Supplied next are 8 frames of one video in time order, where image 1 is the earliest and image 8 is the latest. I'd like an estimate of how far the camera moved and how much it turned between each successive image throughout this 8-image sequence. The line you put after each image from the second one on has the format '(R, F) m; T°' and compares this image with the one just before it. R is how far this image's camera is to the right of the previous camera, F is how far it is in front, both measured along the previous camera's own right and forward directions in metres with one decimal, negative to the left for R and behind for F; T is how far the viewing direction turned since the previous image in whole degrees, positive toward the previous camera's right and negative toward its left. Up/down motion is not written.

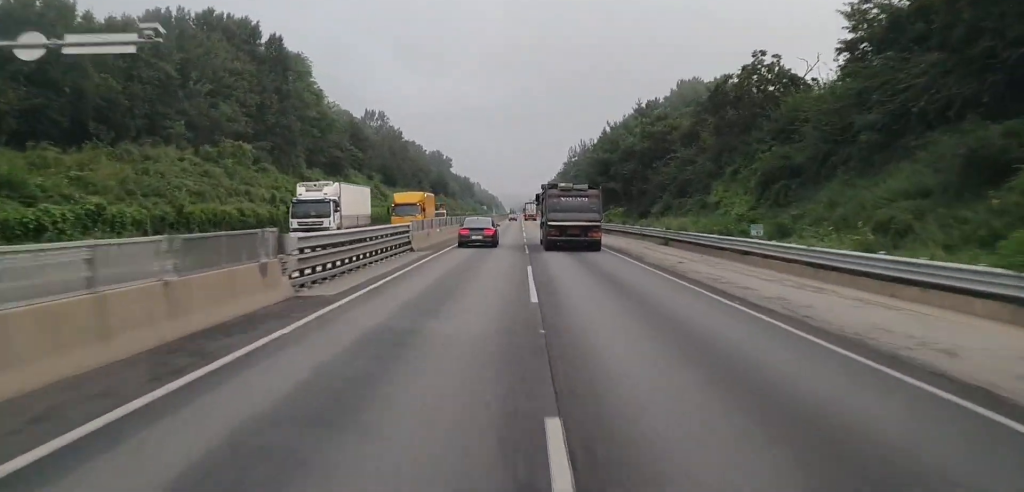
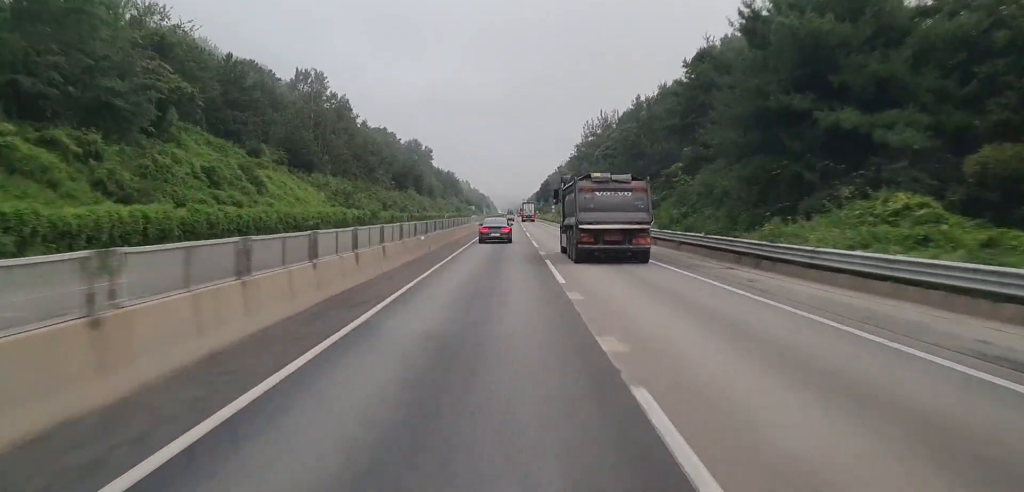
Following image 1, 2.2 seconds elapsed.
(+1.0, +60.6) m; +1°
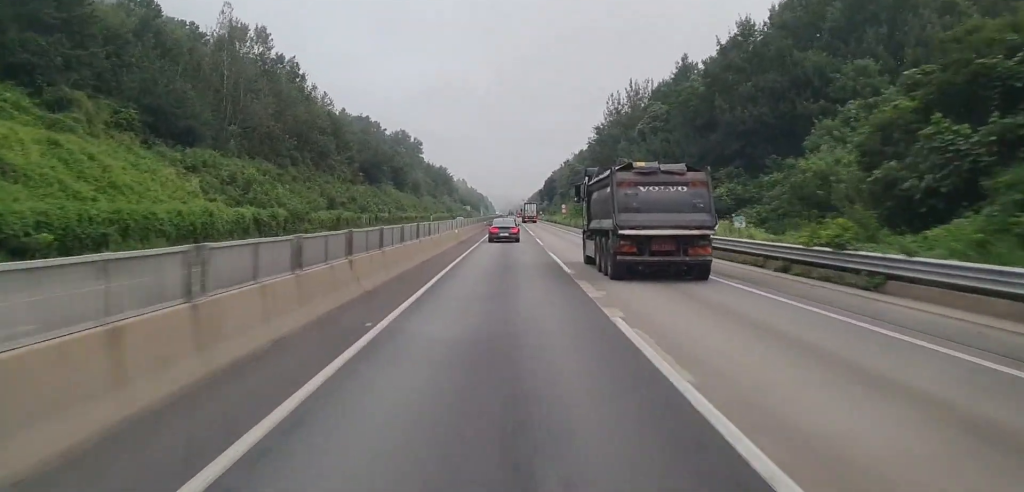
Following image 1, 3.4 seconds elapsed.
(-0.1, +35.6) m; -1°
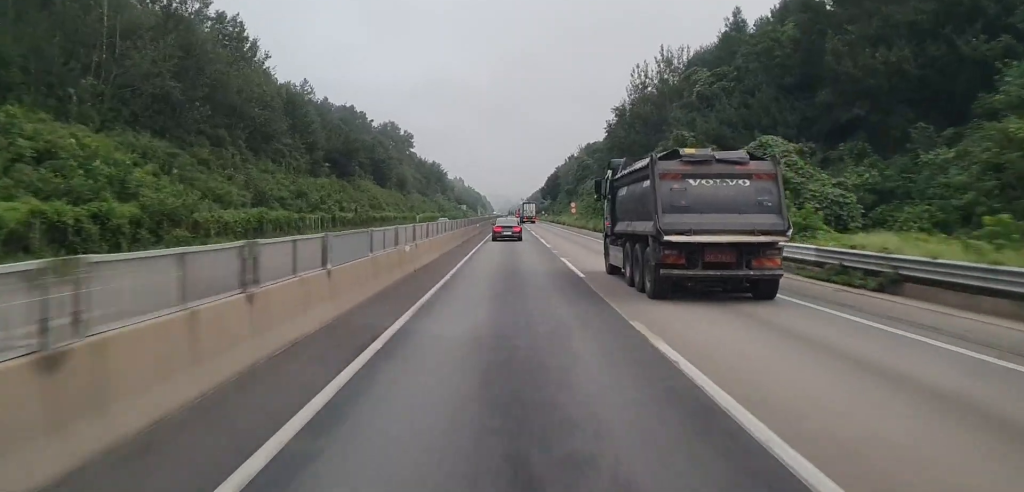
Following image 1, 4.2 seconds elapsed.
(-0.4, +23.4) m; 0°
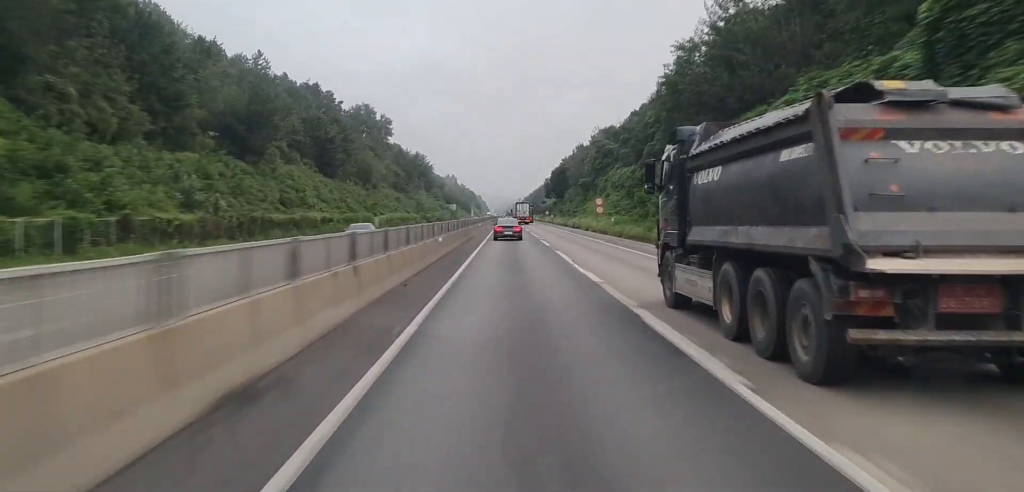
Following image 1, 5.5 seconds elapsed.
(+0.7, +39.7) m; +1°
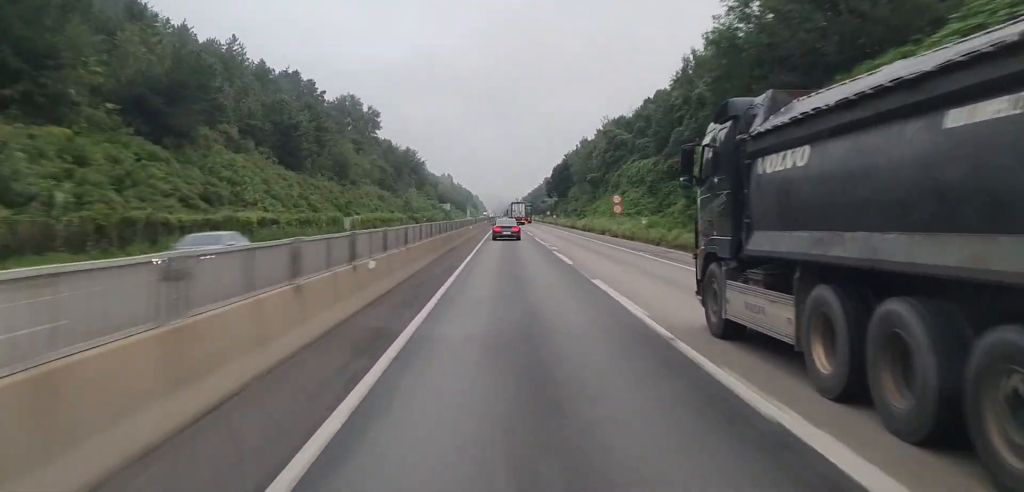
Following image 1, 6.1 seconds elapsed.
(0.0, +16.1) m; 0°
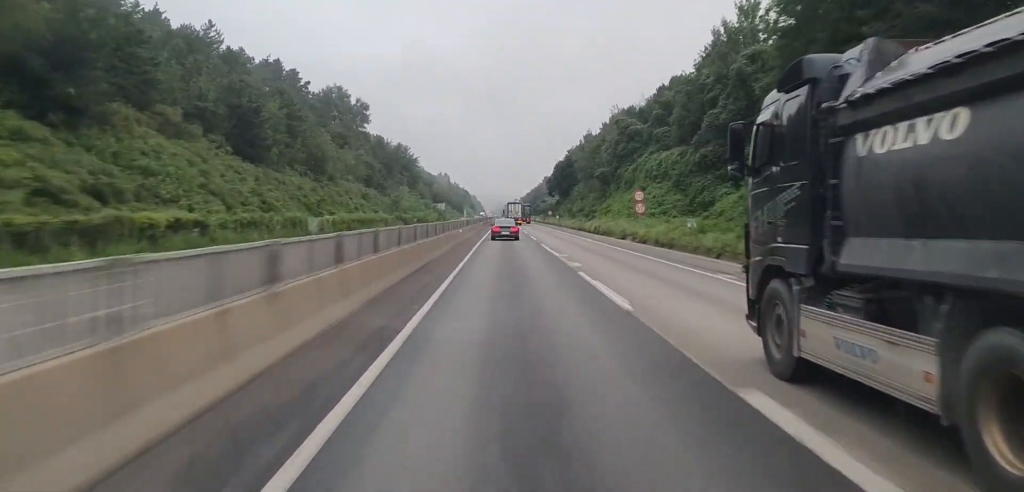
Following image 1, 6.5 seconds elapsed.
(0.0, +13.1) m; 0°
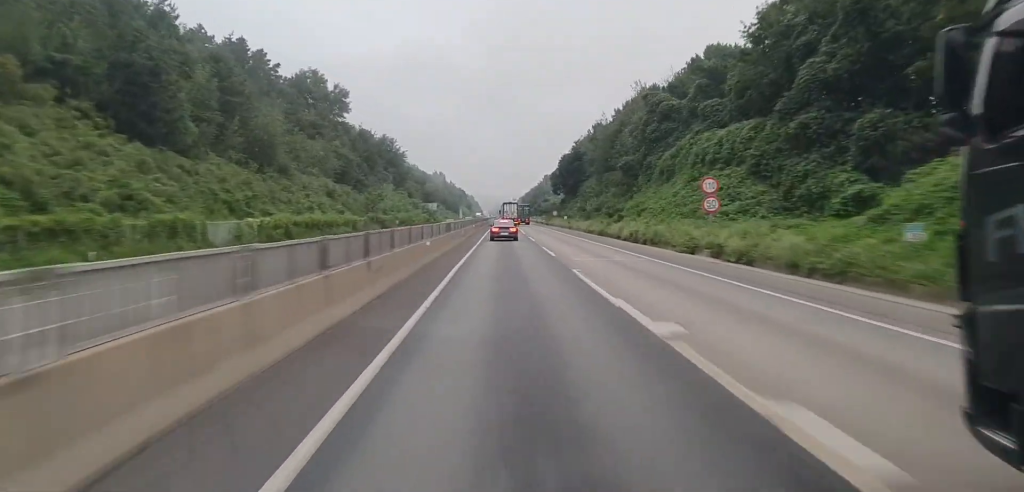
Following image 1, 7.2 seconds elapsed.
(-0.2, +21.2) m; 0°
